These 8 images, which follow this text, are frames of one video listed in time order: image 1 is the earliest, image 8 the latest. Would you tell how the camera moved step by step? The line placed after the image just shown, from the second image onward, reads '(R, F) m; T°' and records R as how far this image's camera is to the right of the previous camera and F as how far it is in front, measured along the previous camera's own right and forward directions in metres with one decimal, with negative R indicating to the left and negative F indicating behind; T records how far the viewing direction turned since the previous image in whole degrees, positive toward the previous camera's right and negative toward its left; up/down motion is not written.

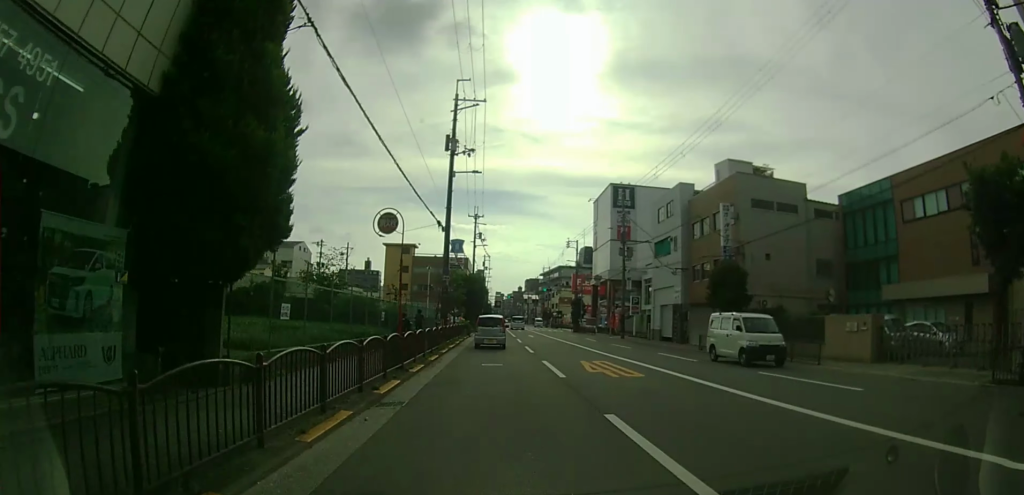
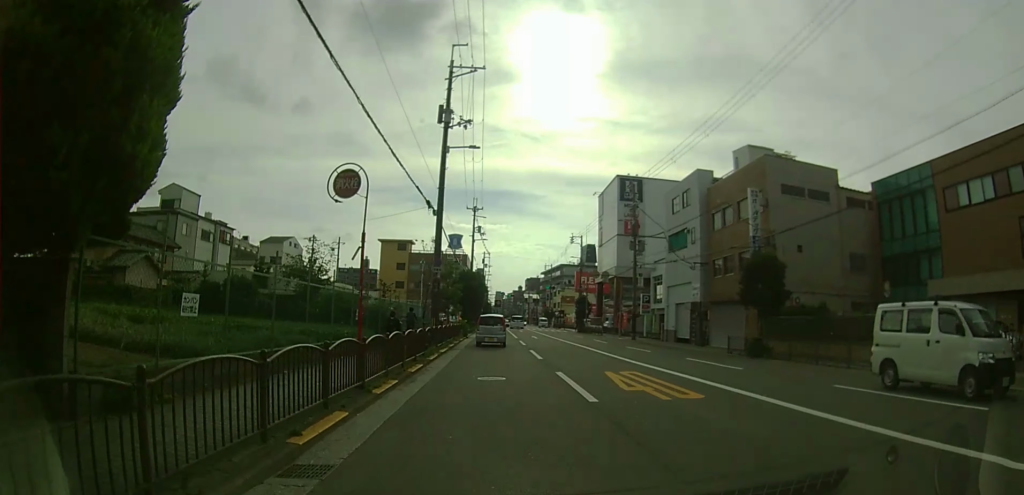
(-0.1, +3.7) m; -1°
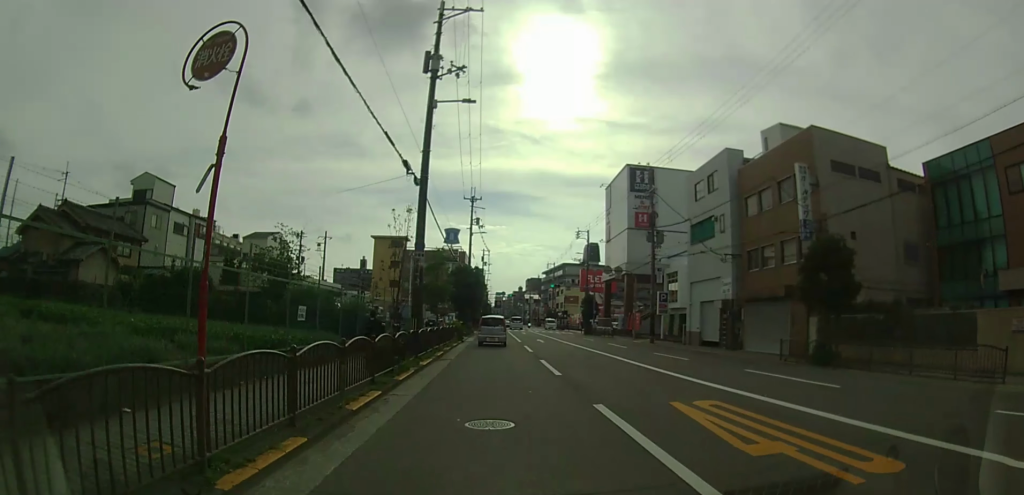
(-0.1, +5.3) m; -1°
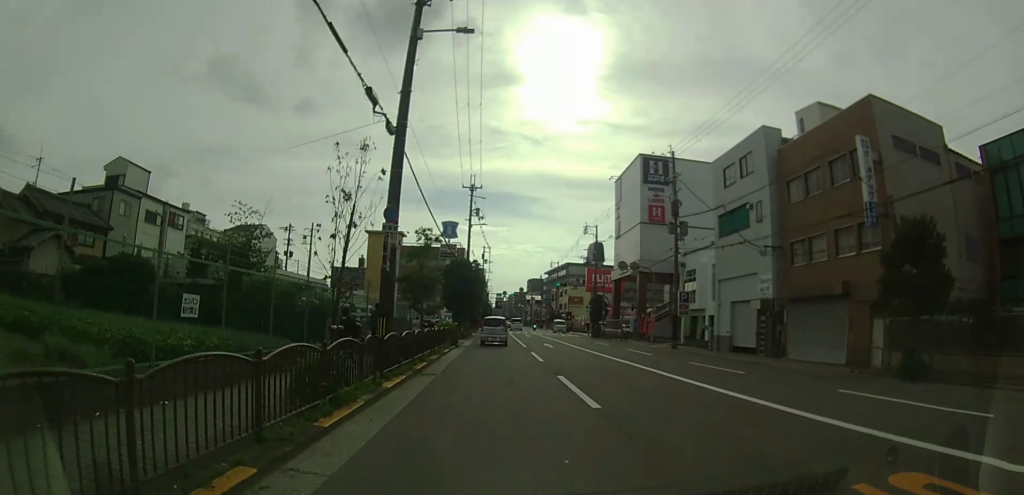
(0.0, +4.8) m; 0°
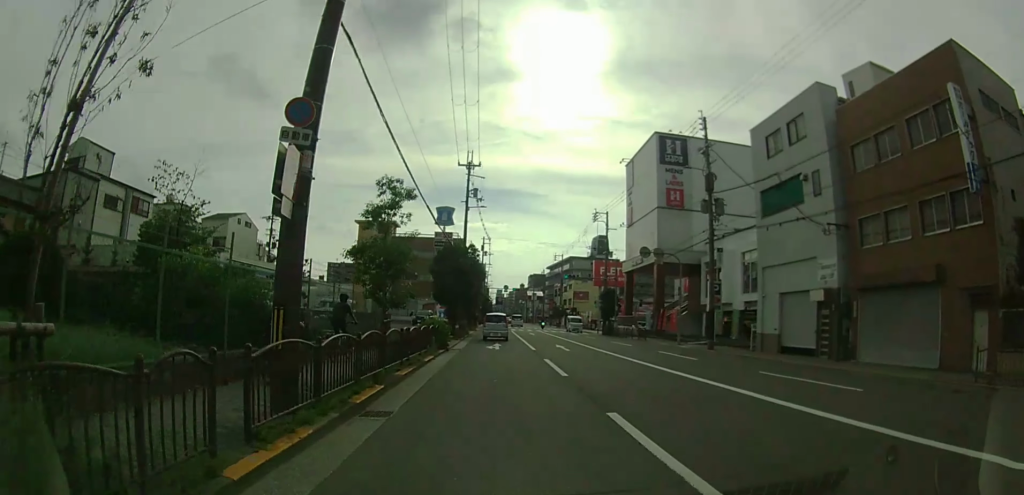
(0.0, +6.0) m; 0°
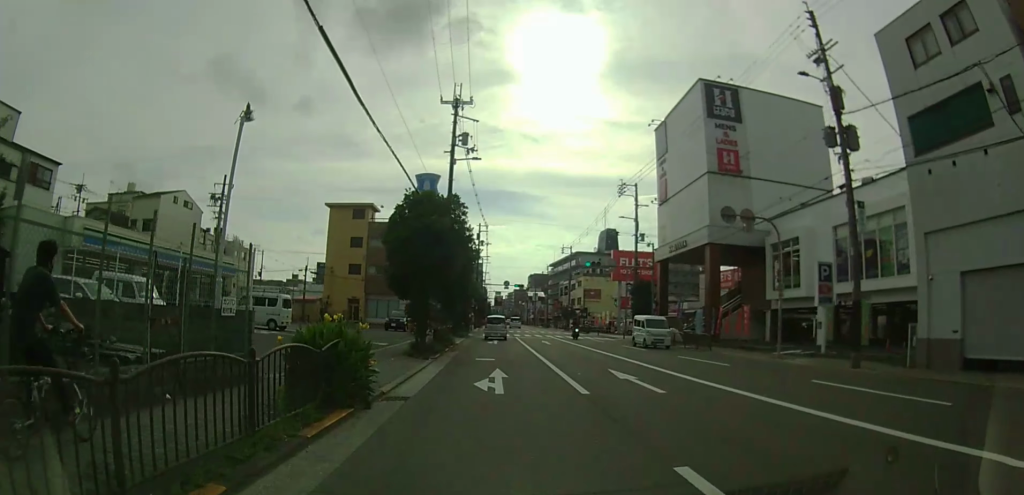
(0.0, +12.9) m; 0°
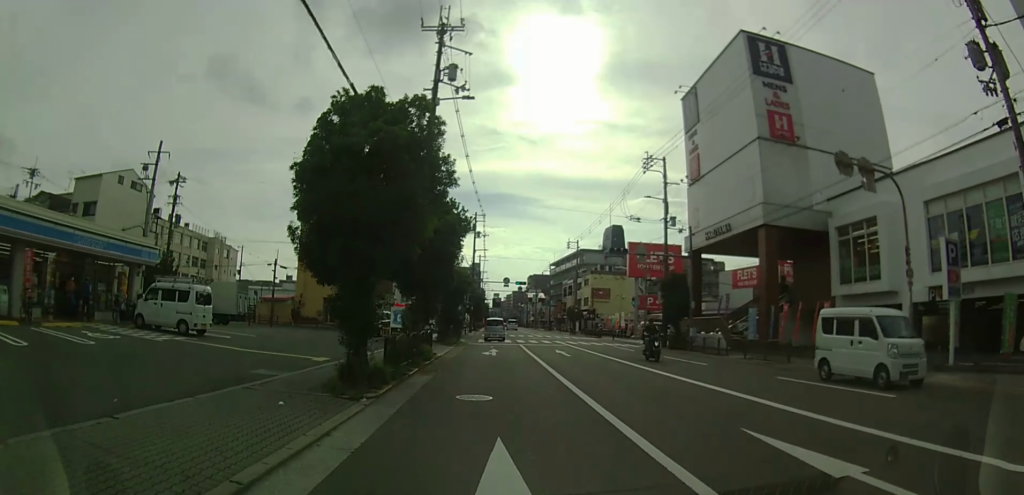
(0.0, +8.4) m; +4°
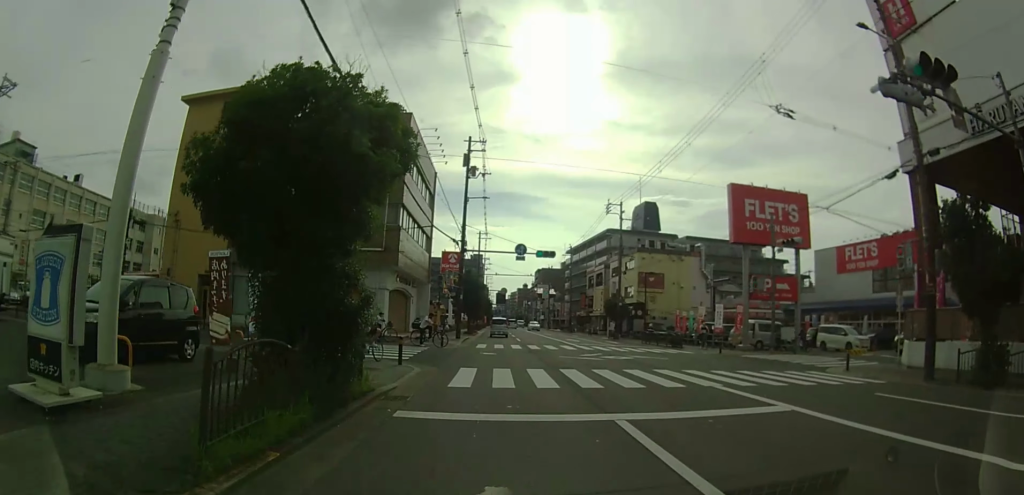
(+1.5, +23.4) m; +3°
